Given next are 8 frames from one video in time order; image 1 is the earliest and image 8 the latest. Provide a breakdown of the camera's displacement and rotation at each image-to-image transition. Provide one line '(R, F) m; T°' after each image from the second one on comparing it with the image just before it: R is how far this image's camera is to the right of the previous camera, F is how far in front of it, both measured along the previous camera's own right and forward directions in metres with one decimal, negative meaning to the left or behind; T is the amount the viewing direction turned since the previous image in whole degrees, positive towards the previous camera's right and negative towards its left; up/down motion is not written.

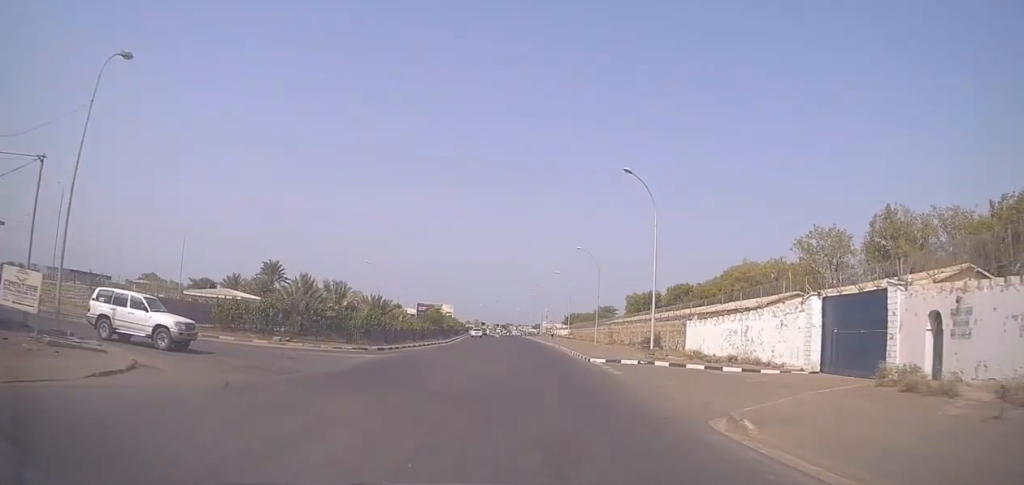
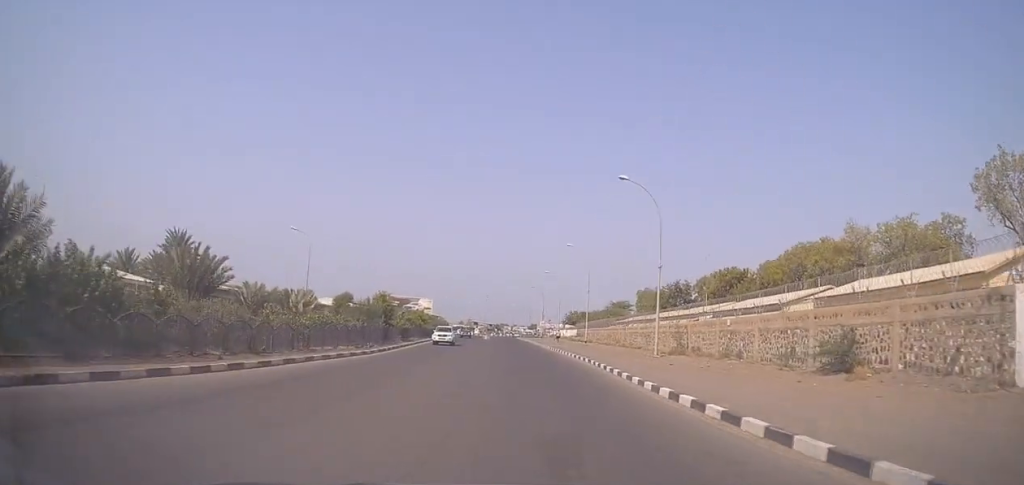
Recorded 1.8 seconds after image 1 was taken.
(-0.5, +30.8) m; -2°
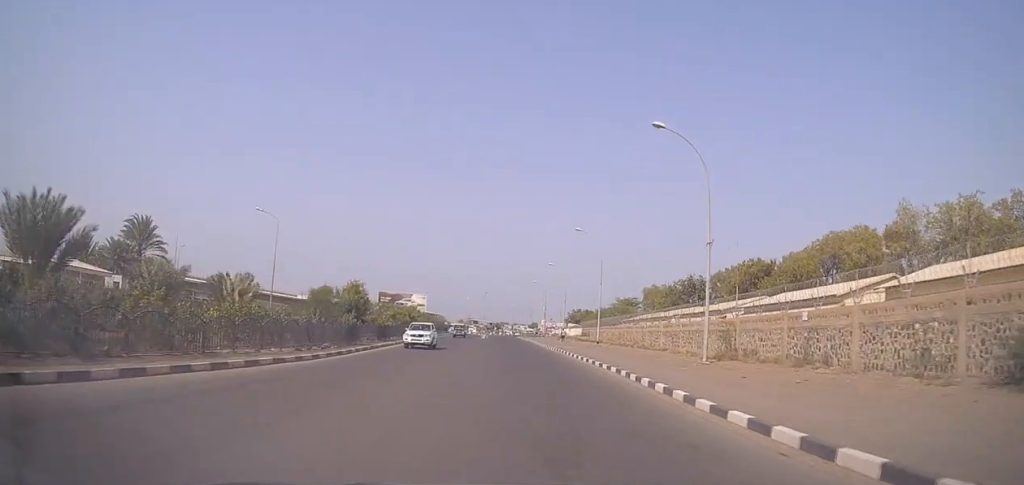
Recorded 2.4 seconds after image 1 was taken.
(0.0, +9.4) m; 0°
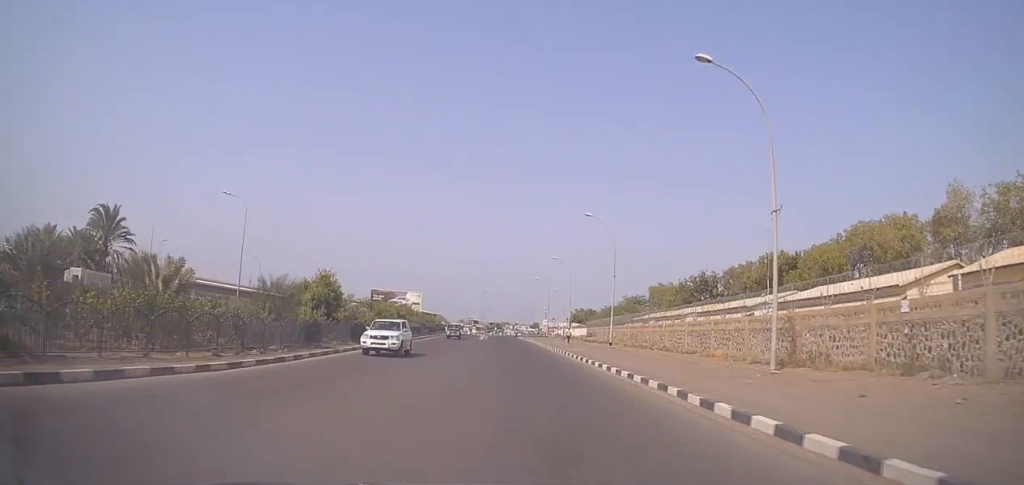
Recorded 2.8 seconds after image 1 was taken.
(0.0, +7.1) m; 0°
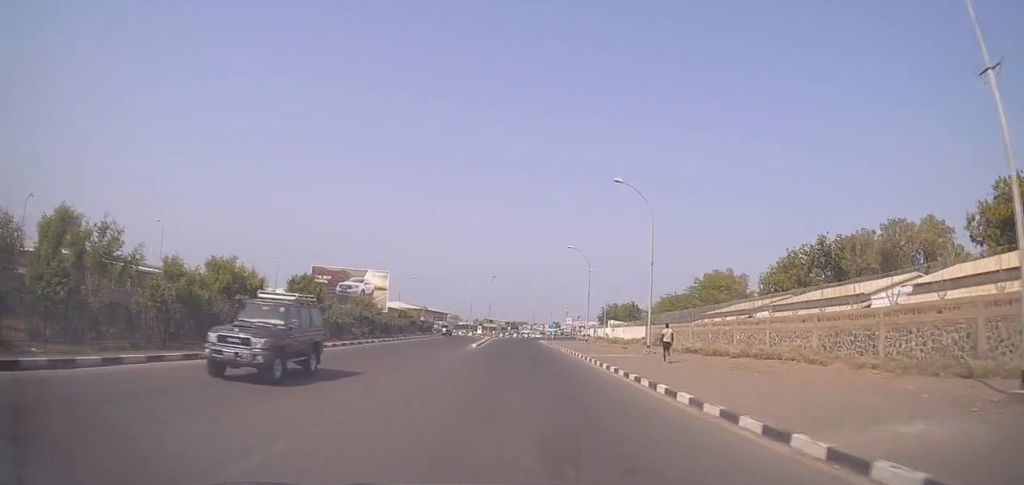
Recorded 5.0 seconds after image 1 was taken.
(-0.4, +41.2) m; -2°
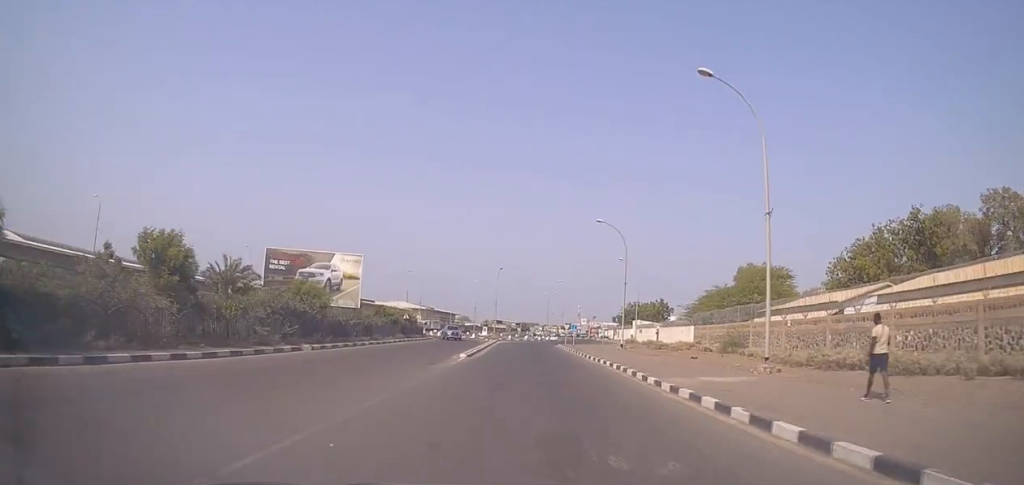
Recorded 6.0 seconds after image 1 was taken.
(-0.3, +17.3) m; -1°
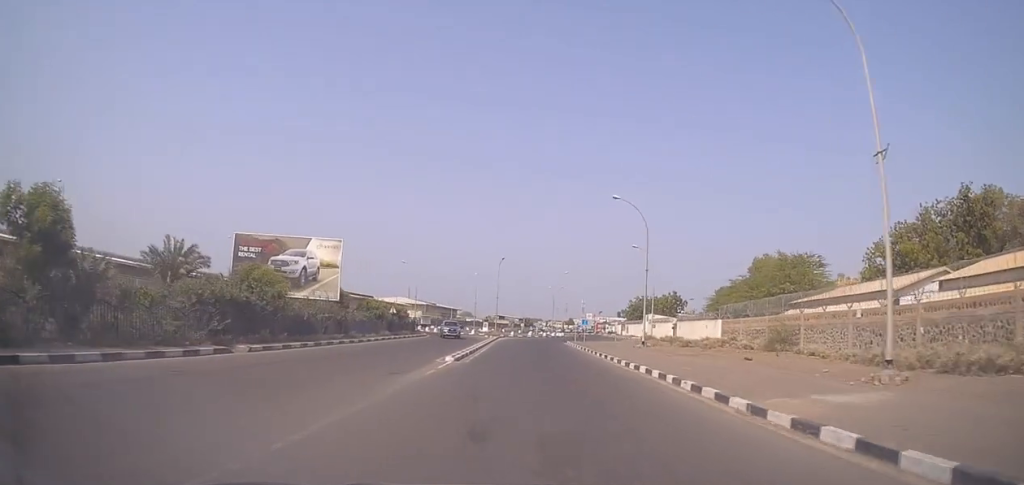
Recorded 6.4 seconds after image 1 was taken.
(-0.1, +7.6) m; +1°
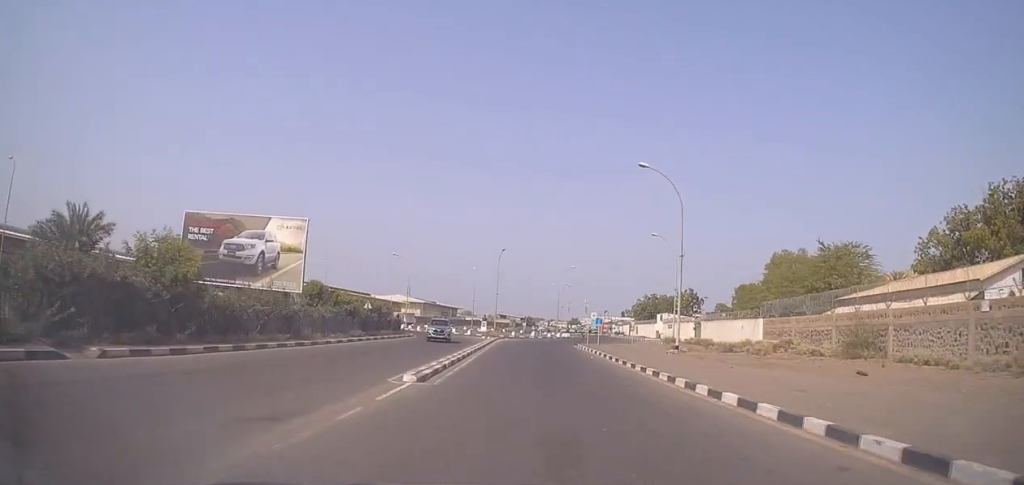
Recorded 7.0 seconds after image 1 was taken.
(+0.1, +9.1) m; 0°
